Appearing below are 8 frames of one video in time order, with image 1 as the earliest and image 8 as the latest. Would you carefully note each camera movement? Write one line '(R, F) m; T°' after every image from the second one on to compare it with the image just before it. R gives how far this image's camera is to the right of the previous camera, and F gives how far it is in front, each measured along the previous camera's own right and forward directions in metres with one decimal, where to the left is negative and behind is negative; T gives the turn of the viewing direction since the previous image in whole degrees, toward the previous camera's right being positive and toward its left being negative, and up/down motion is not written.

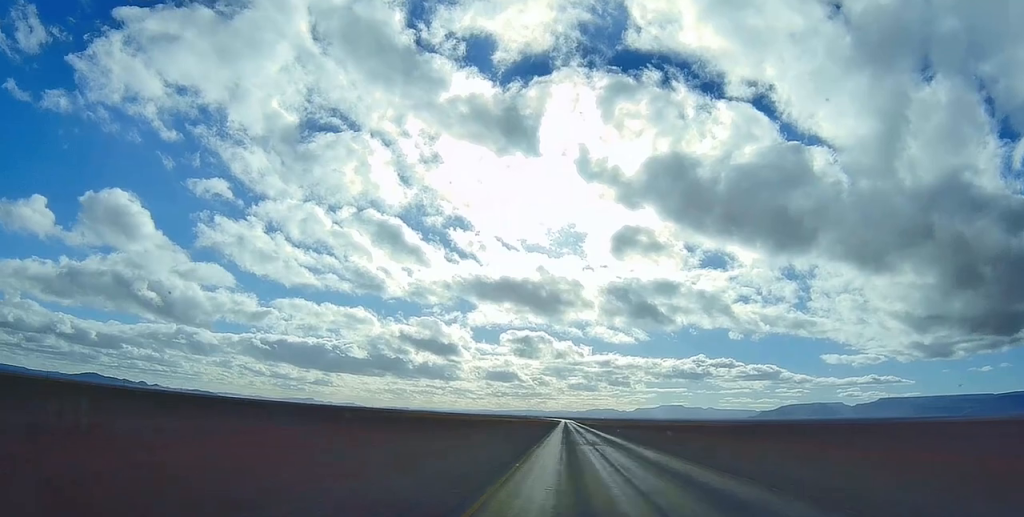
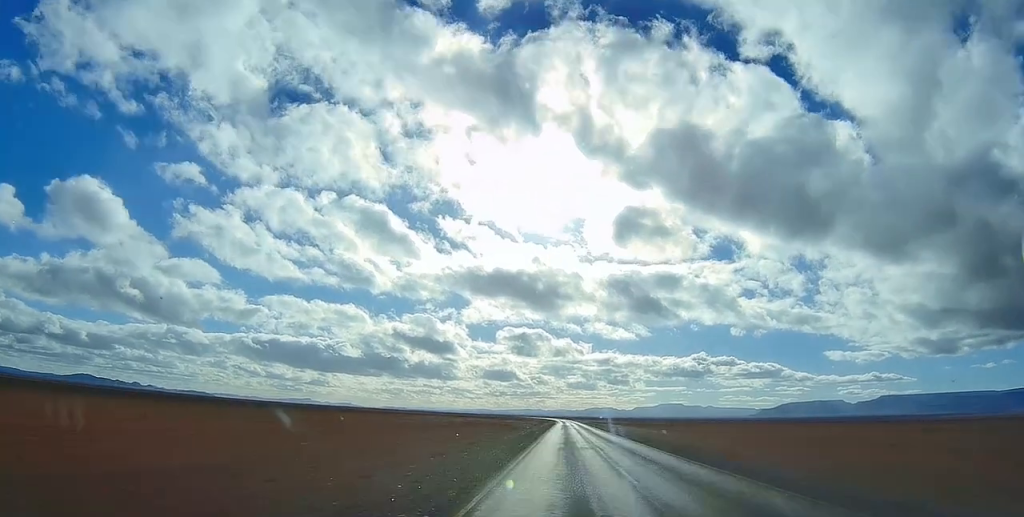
(+0.9, +194.6) m; -1°
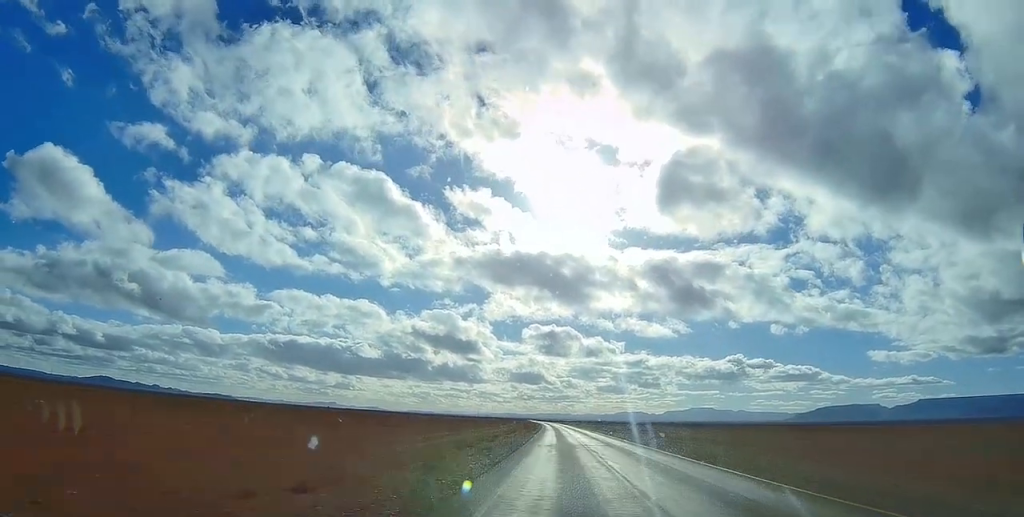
(-10.7, +421.7) m; -3°
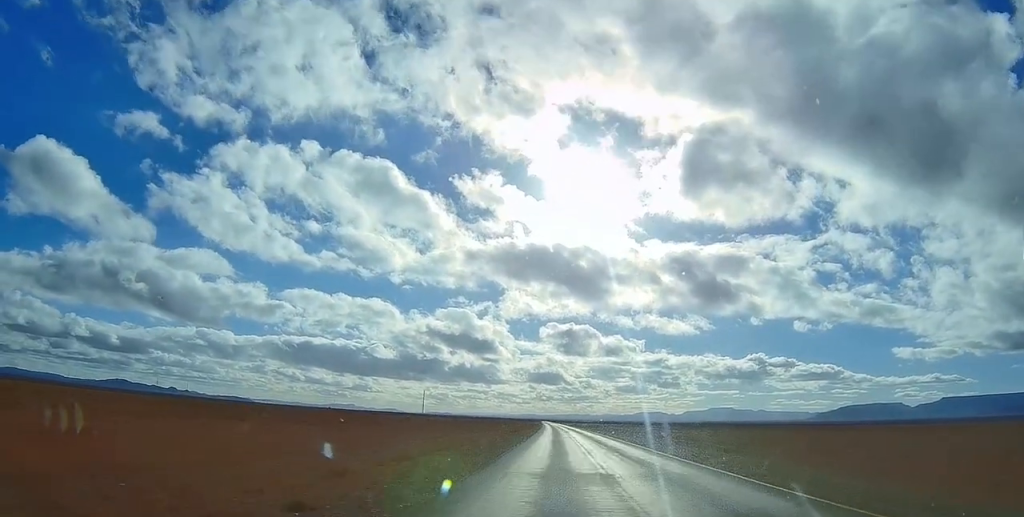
(-3.4, +140.5) m; -1°
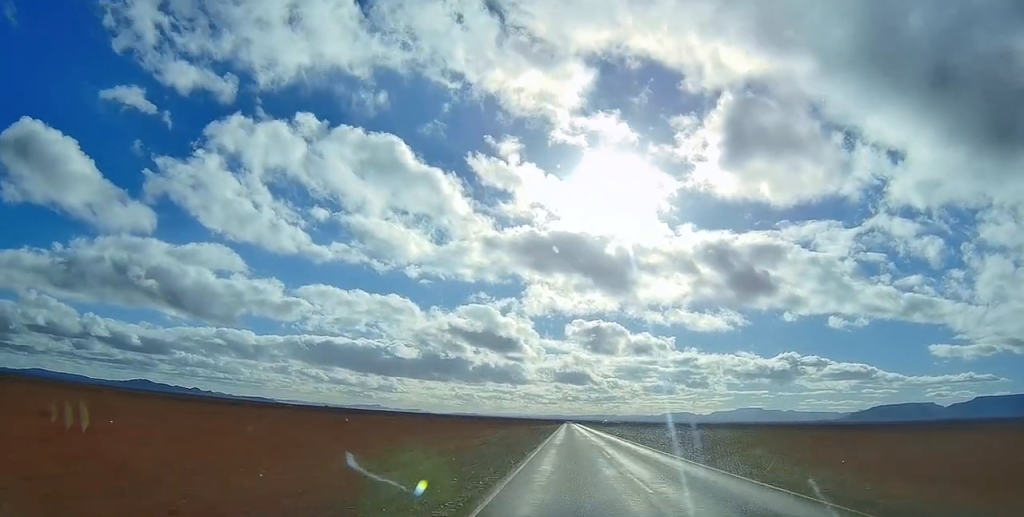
(-2.9, +216.1) m; -1°
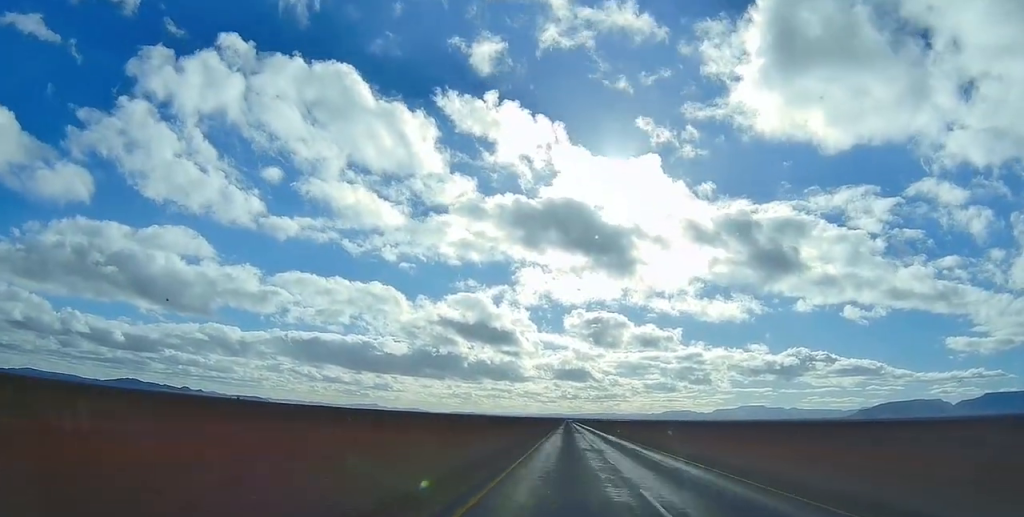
(-1.6, +424.3) m; 0°
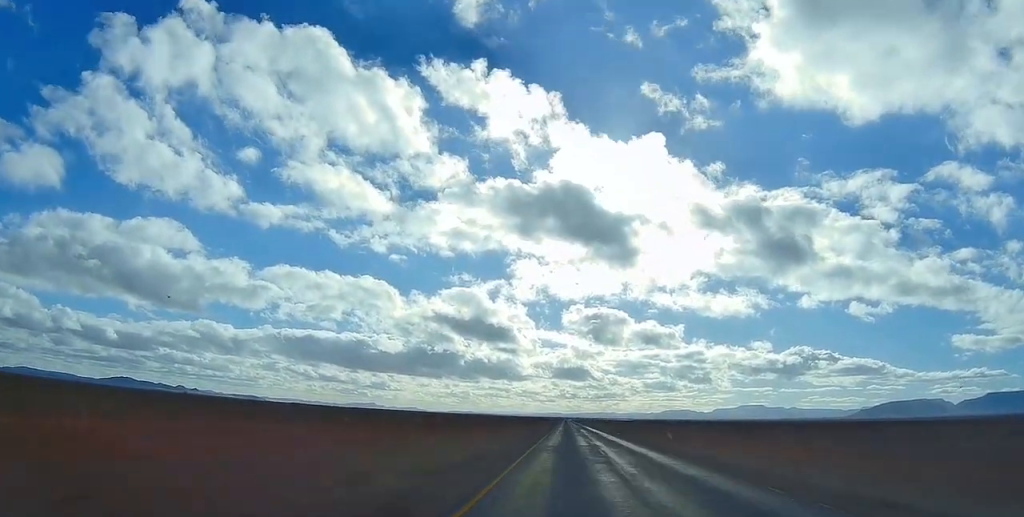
(+0.2, +164.1) m; 0°
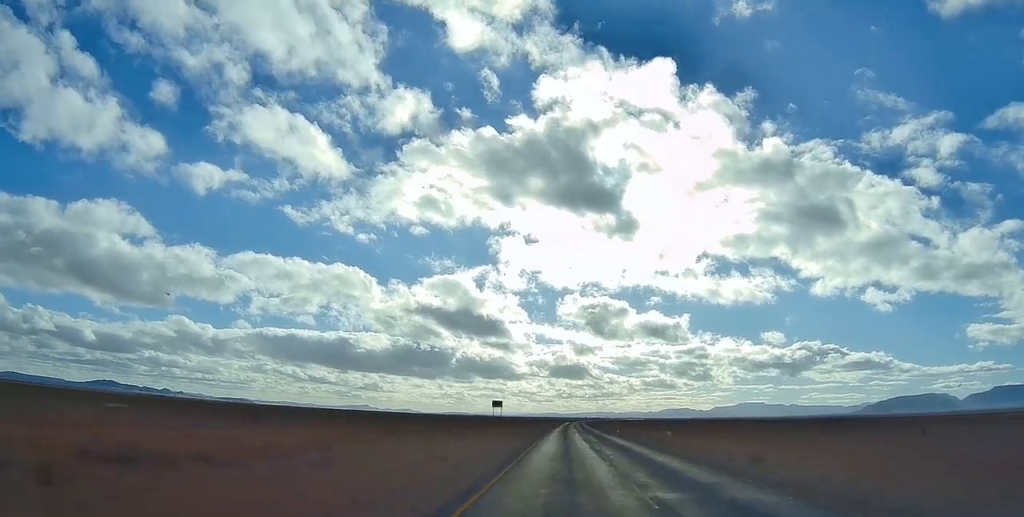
(+3.9, +440.8) m; +2°
